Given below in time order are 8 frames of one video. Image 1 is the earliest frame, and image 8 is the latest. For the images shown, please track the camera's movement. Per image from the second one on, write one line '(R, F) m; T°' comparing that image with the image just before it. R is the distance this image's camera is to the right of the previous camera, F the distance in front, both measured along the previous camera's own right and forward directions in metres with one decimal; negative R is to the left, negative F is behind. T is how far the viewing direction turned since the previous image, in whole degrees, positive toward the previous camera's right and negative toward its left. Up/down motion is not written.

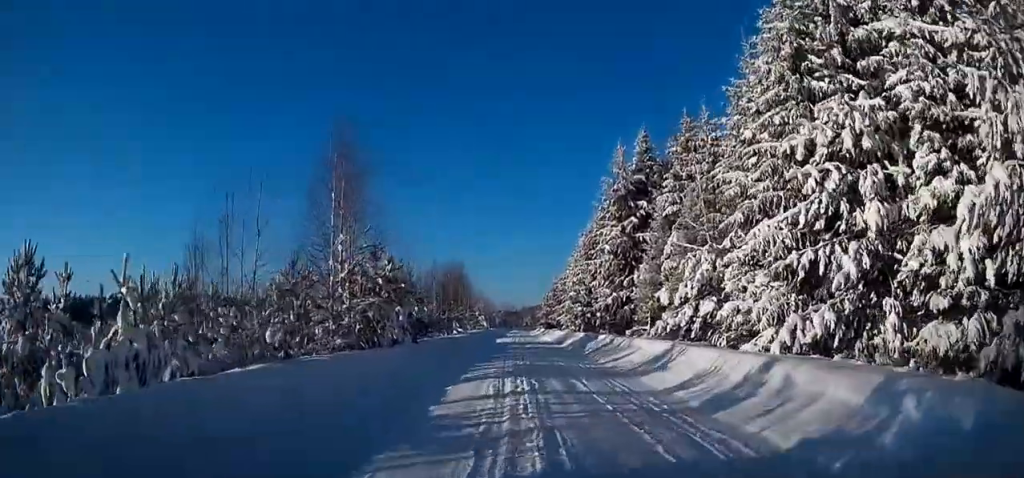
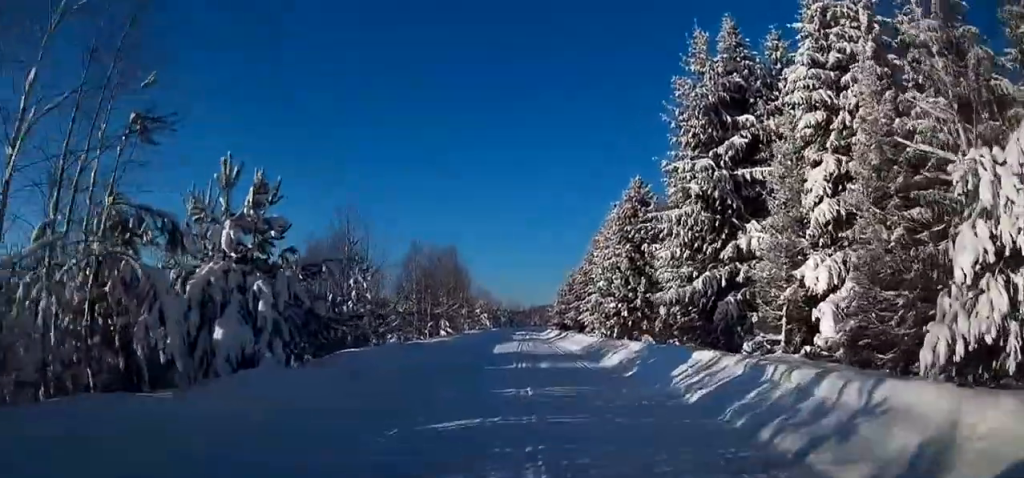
(-0.2, +16.5) m; +3°
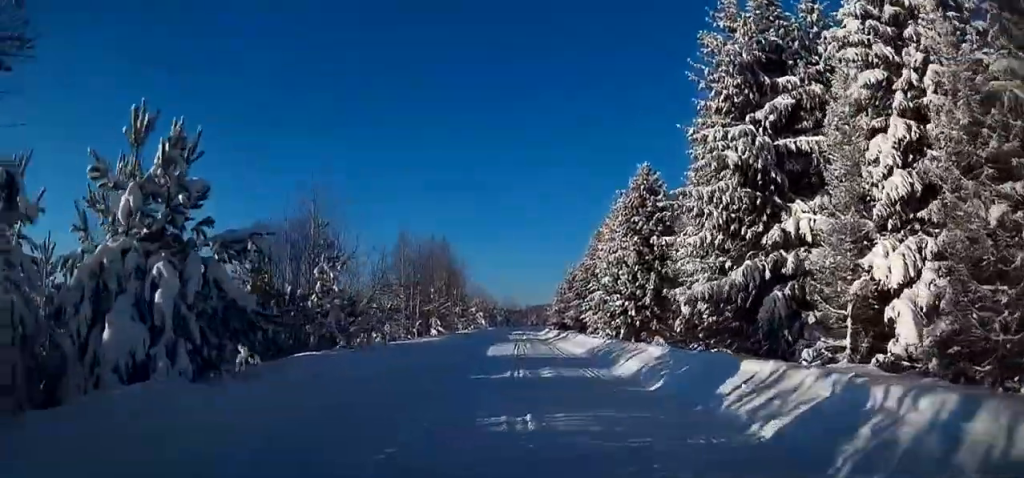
(0.0, +3.7) m; +2°
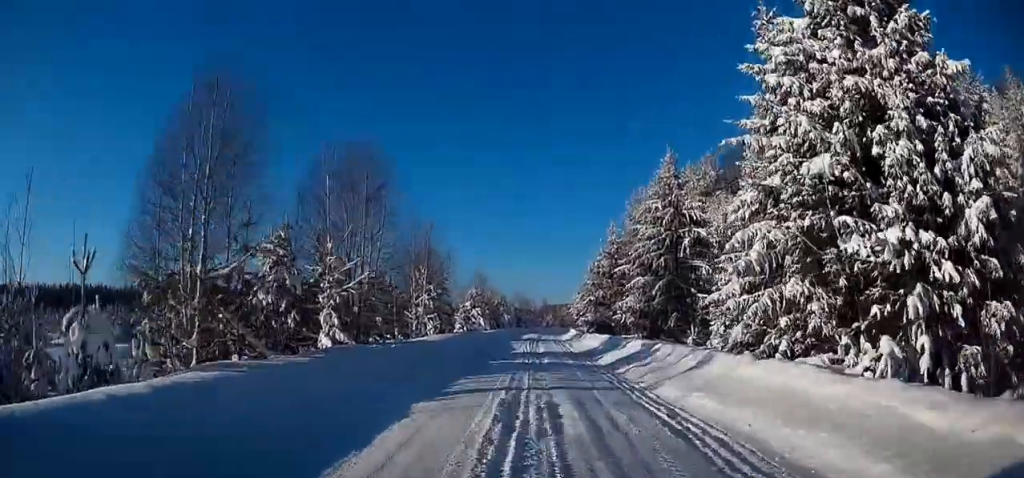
(-1.4, +27.7) m; -9°
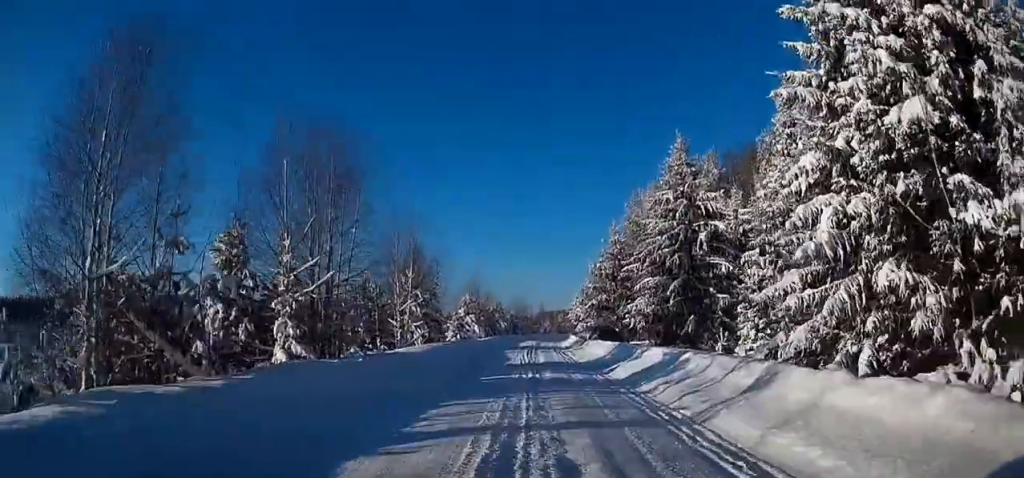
(+0.2, +3.5) m; +1°
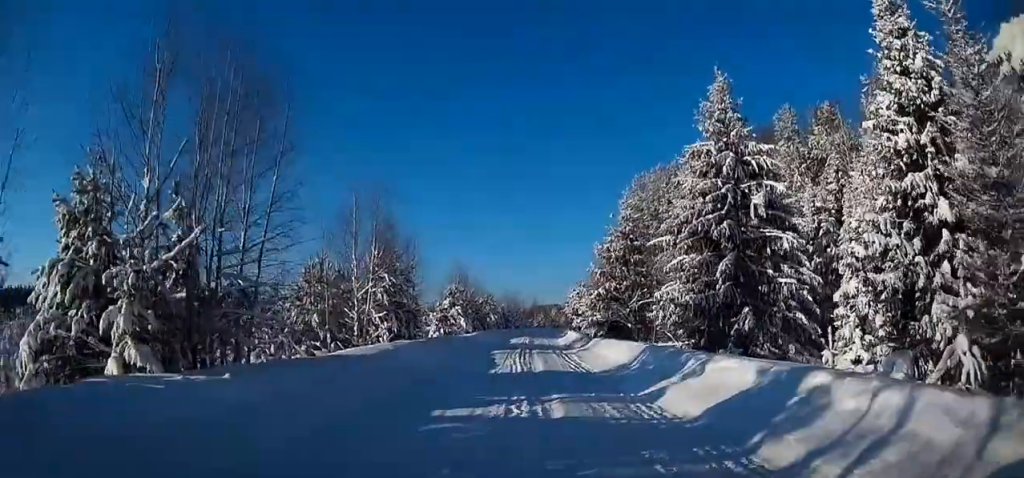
(+0.2, +7.0) m; +1°
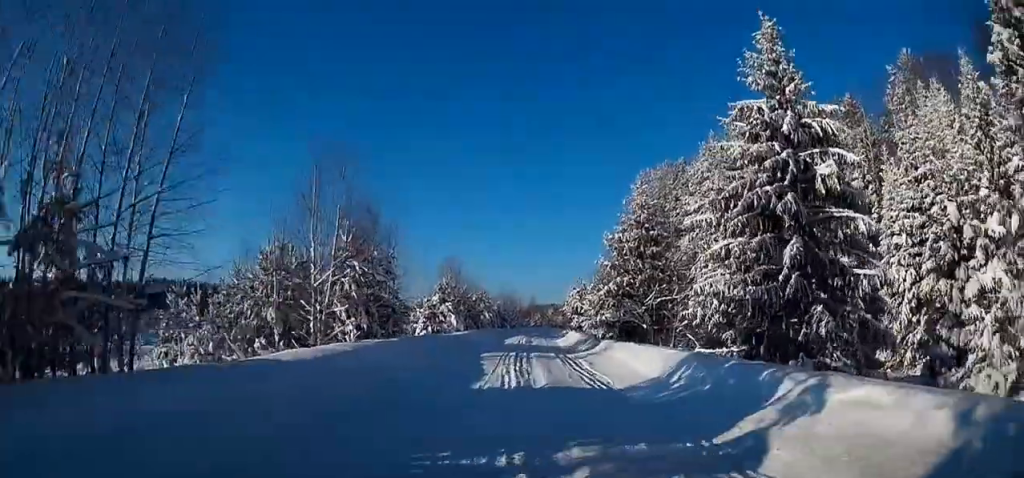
(-0.1, +4.9) m; 0°
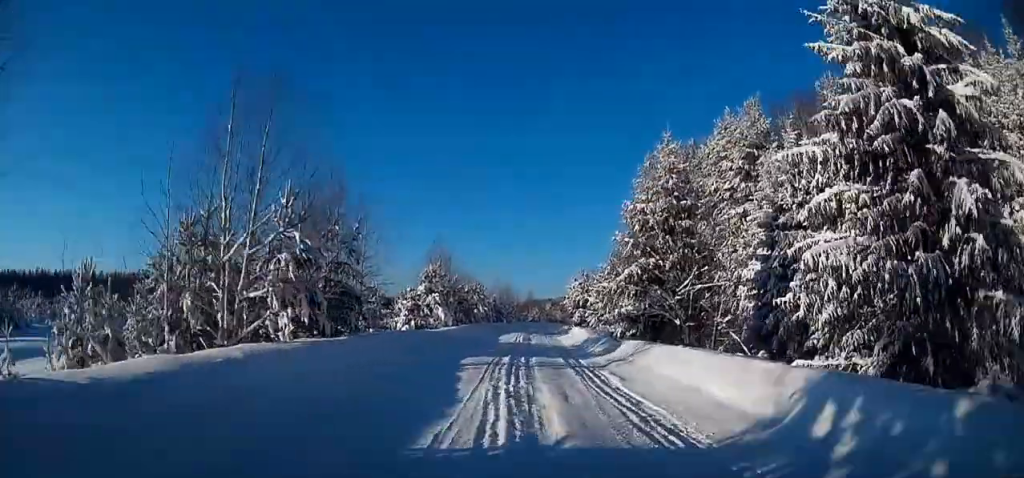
(+0.1, +6.3) m; 0°
